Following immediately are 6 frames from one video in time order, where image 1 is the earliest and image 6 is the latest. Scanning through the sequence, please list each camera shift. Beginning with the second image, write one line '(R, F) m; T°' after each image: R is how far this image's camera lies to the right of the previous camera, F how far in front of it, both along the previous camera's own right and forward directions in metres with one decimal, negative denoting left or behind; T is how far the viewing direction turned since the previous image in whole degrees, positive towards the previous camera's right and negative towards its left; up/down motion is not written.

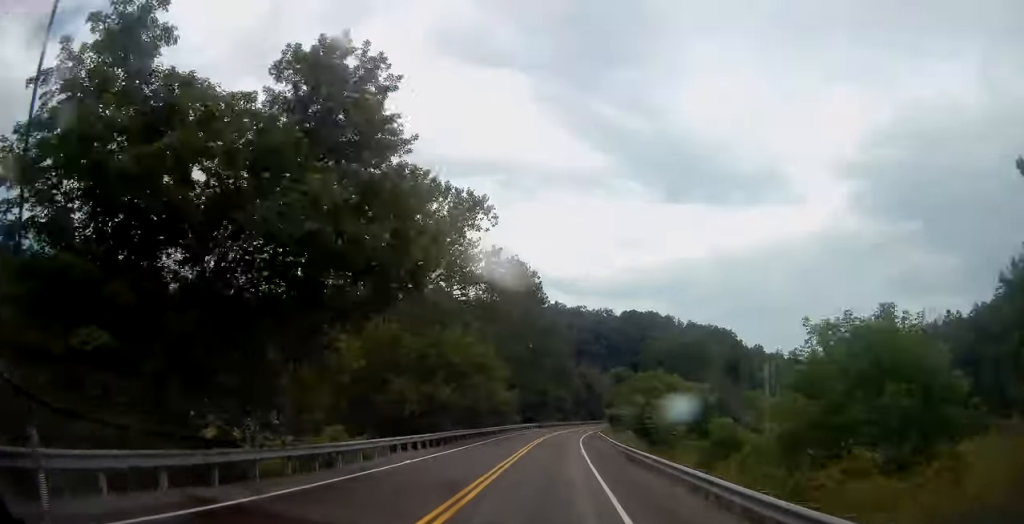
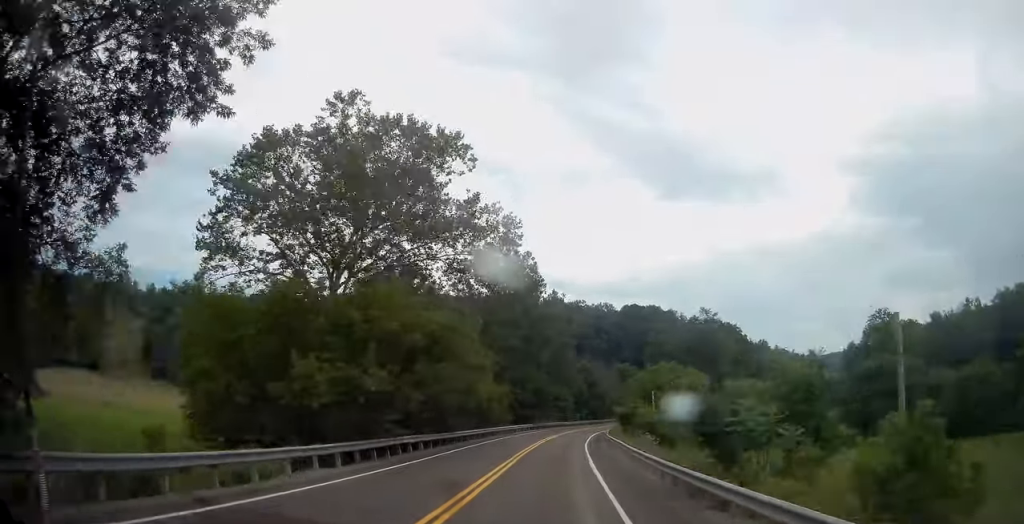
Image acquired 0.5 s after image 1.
(-0.1, +11.4) m; 0°
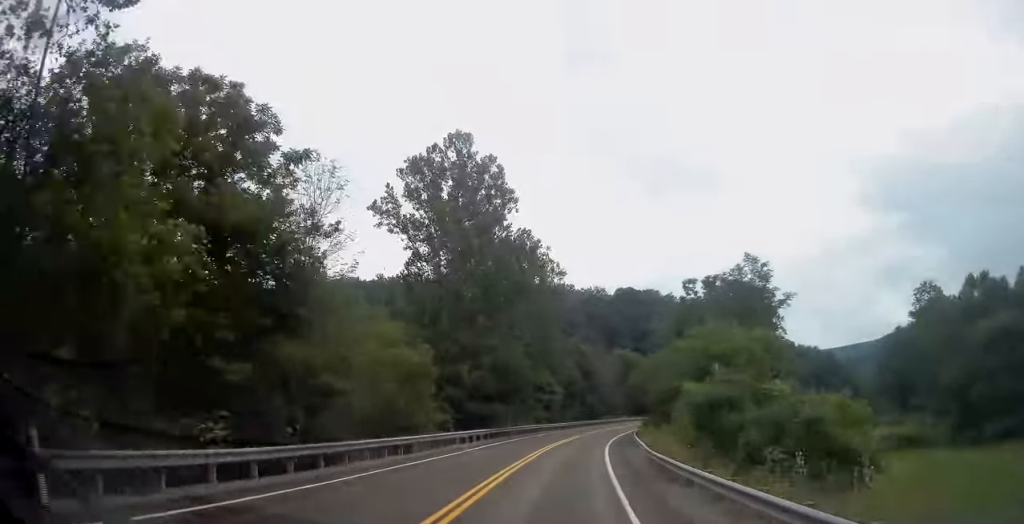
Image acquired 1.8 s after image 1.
(+0.8, +32.2) m; +3°
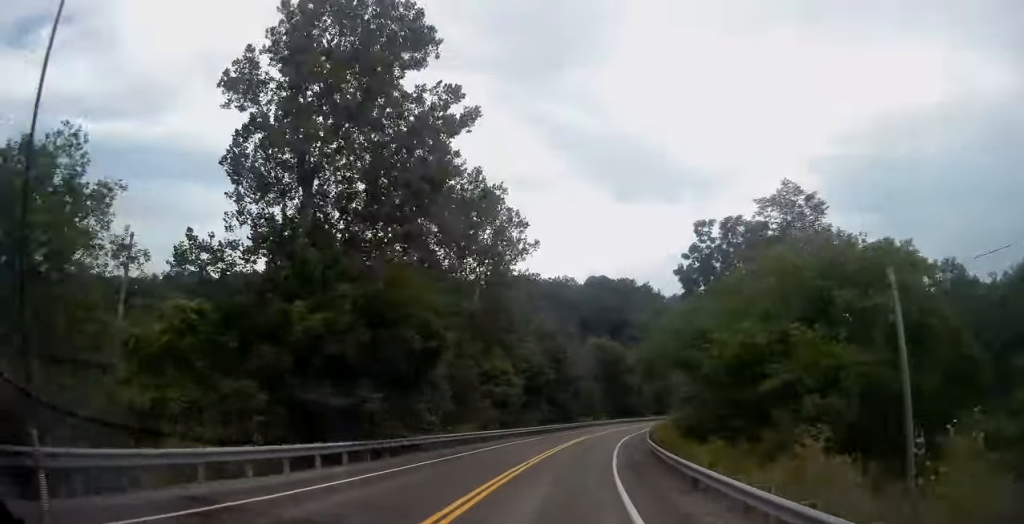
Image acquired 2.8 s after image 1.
(+0.5, +23.1) m; +3°
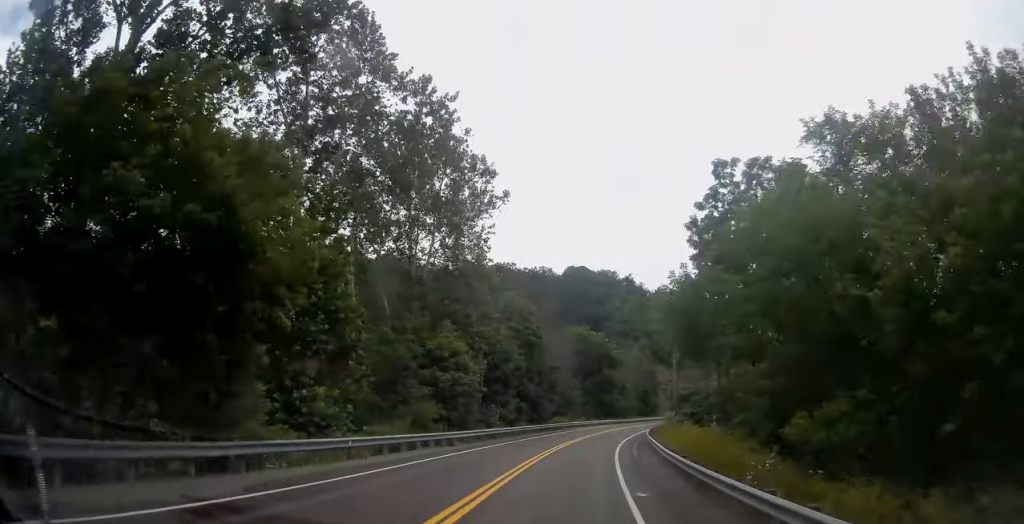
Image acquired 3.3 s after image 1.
(+0.1, +13.5) m; +2°
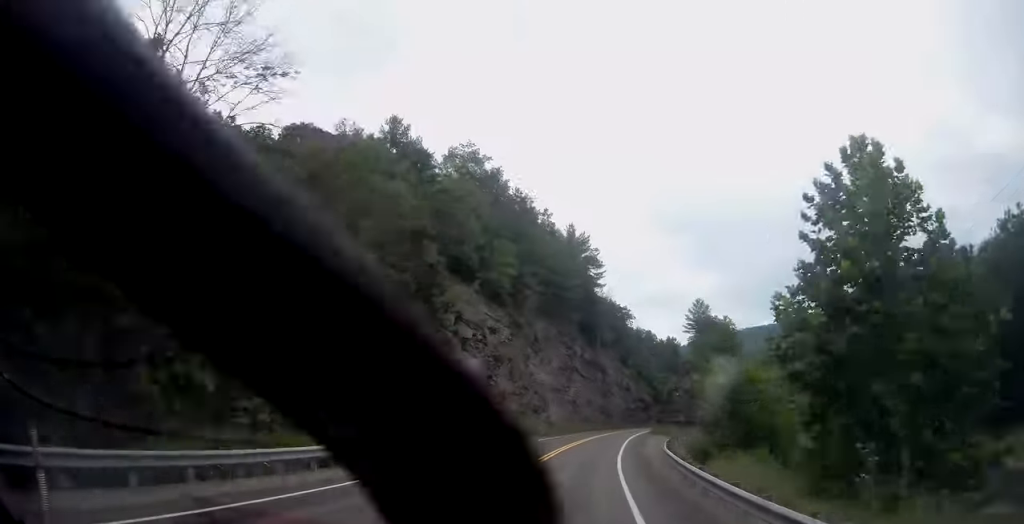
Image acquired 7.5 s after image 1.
(+18.3, +96.7) m; +21°
